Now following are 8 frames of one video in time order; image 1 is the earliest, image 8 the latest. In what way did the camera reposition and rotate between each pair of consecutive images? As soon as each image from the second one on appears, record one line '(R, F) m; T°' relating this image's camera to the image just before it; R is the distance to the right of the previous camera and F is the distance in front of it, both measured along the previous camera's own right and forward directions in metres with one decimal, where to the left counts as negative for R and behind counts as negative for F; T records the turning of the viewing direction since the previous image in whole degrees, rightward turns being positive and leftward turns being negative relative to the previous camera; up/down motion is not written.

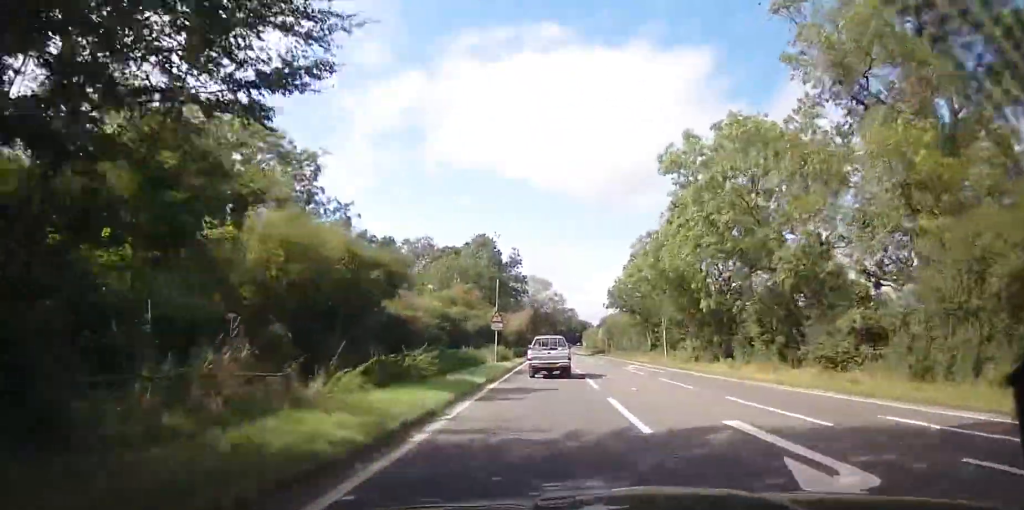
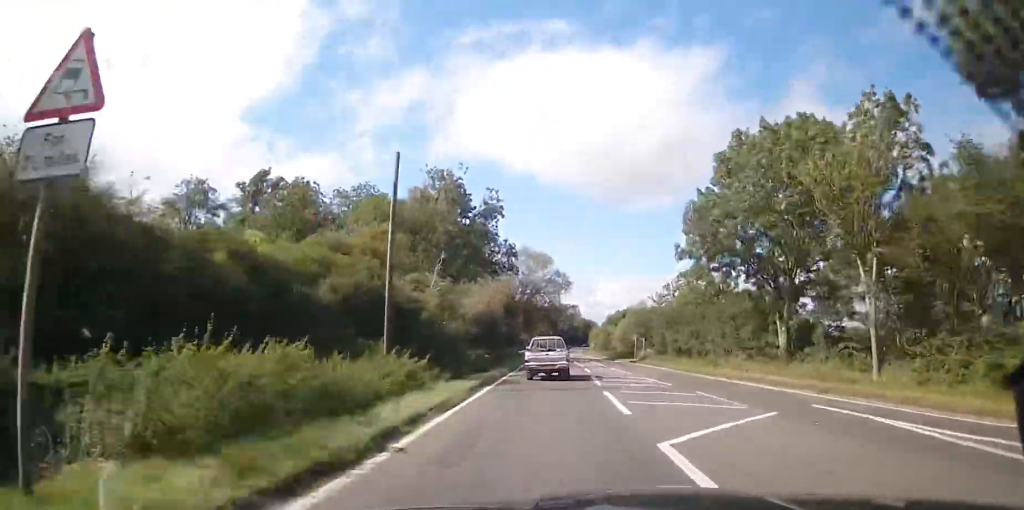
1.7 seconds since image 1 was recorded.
(-0.3, +34.2) m; 0°
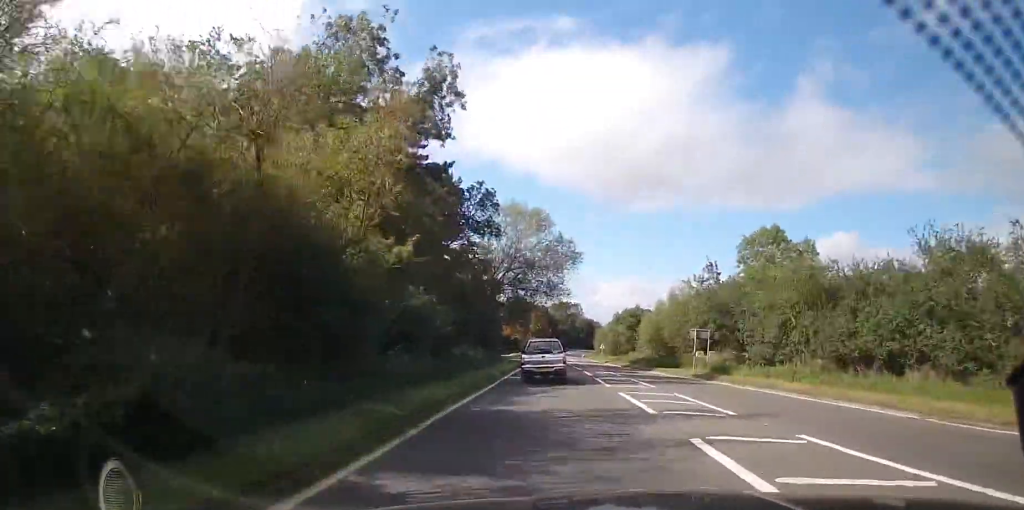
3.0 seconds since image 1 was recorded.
(+0.1, +27.2) m; 0°
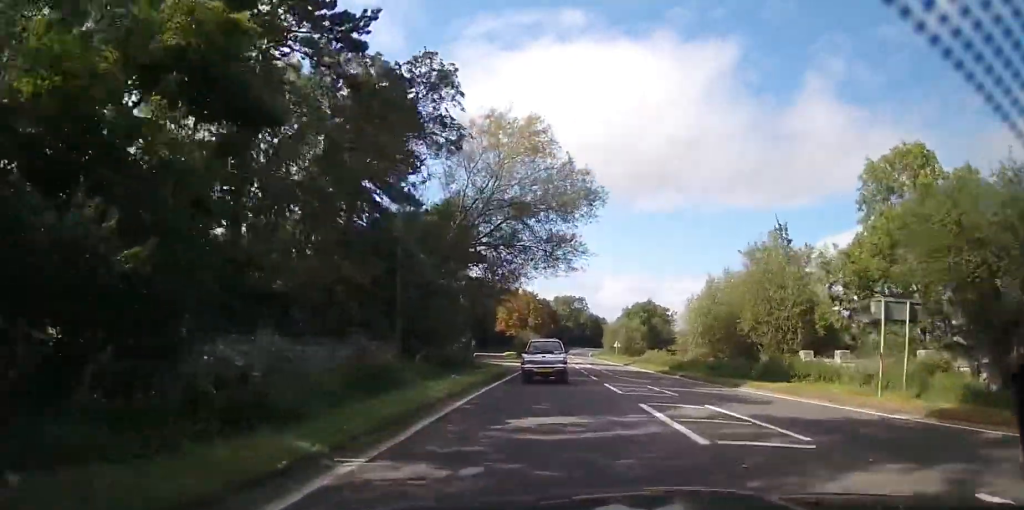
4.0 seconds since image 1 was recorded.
(0.0, +21.9) m; 0°
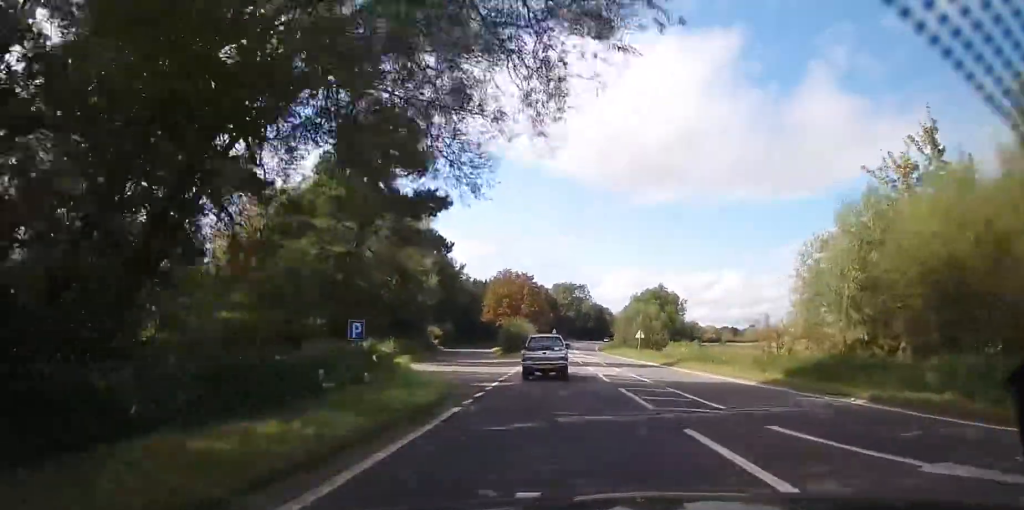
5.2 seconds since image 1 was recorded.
(0.0, +23.0) m; 0°
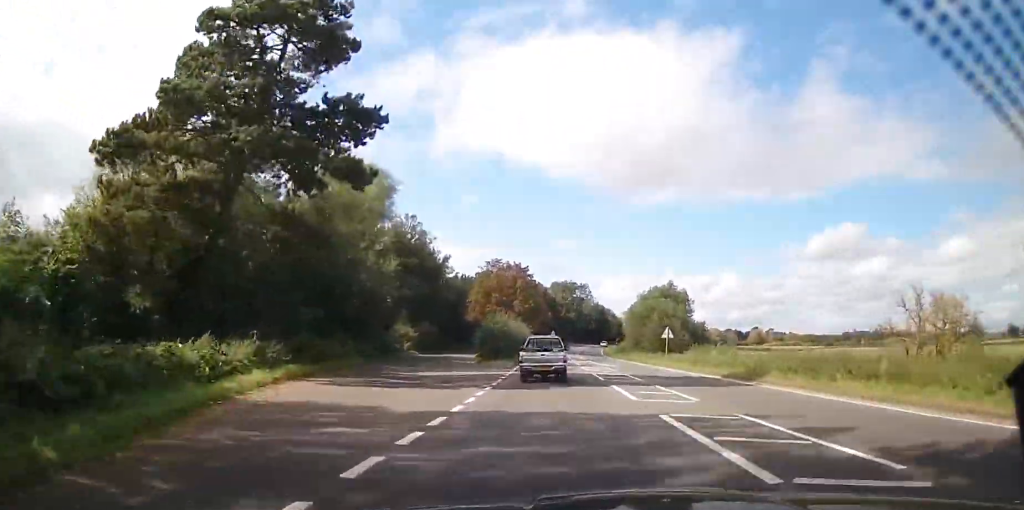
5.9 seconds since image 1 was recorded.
(0.0, +16.3) m; 0°
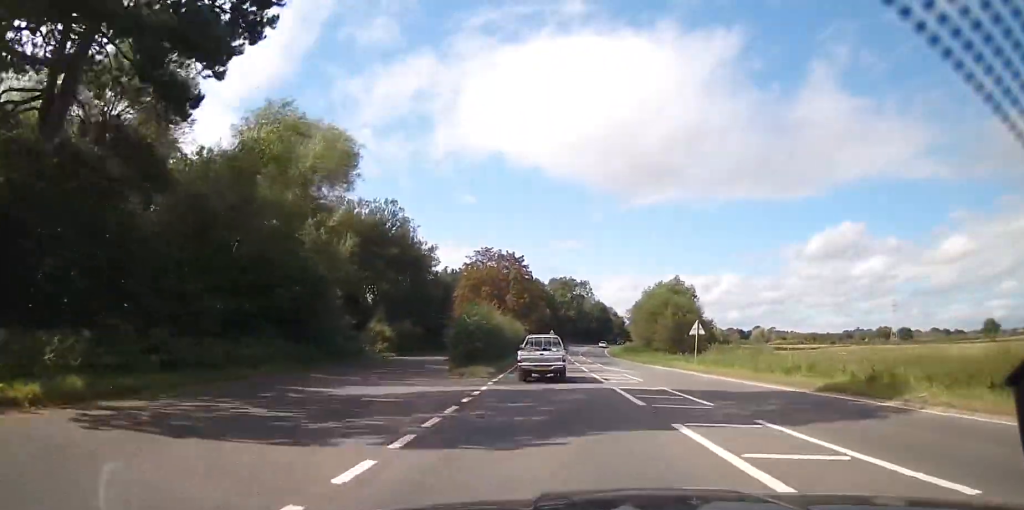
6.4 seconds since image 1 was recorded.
(0.0, +10.4) m; 0°
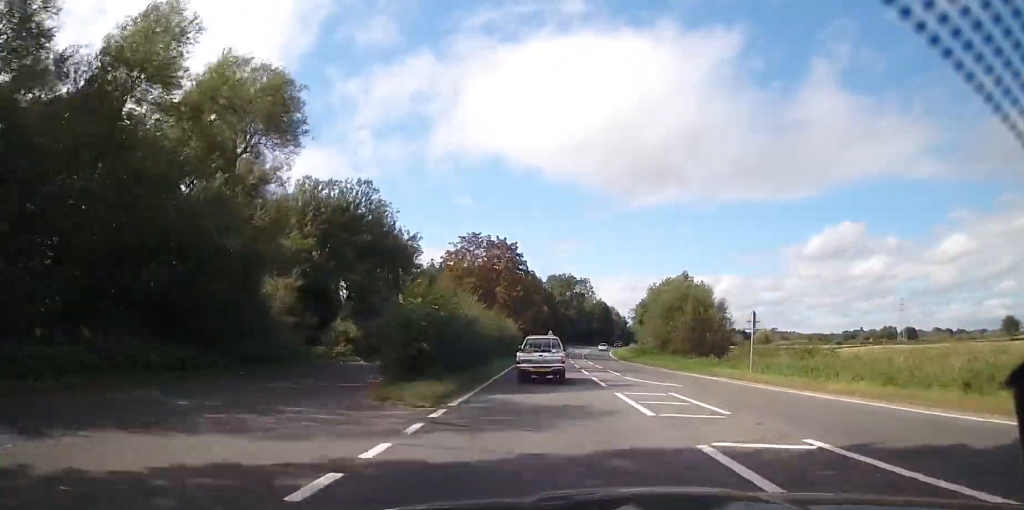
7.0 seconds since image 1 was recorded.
(0.0, +11.2) m; 0°
